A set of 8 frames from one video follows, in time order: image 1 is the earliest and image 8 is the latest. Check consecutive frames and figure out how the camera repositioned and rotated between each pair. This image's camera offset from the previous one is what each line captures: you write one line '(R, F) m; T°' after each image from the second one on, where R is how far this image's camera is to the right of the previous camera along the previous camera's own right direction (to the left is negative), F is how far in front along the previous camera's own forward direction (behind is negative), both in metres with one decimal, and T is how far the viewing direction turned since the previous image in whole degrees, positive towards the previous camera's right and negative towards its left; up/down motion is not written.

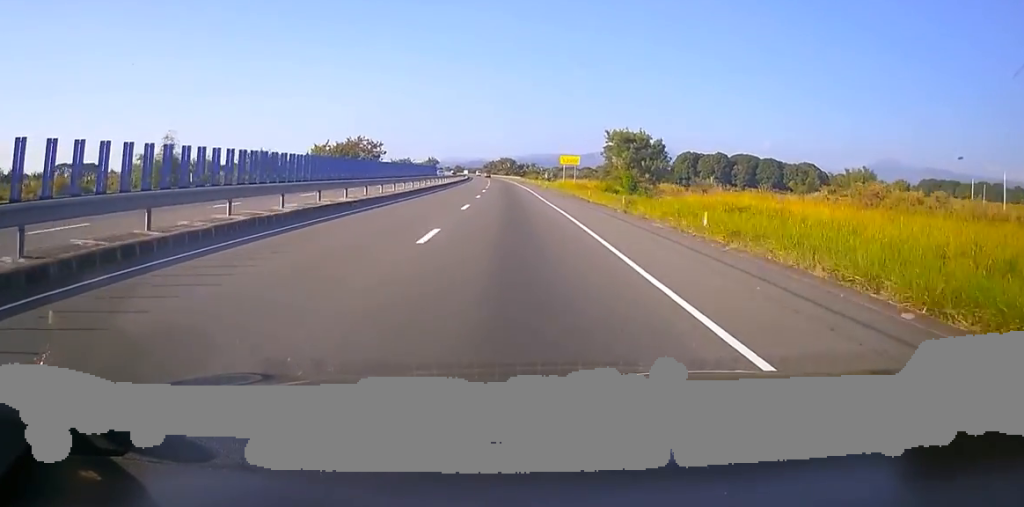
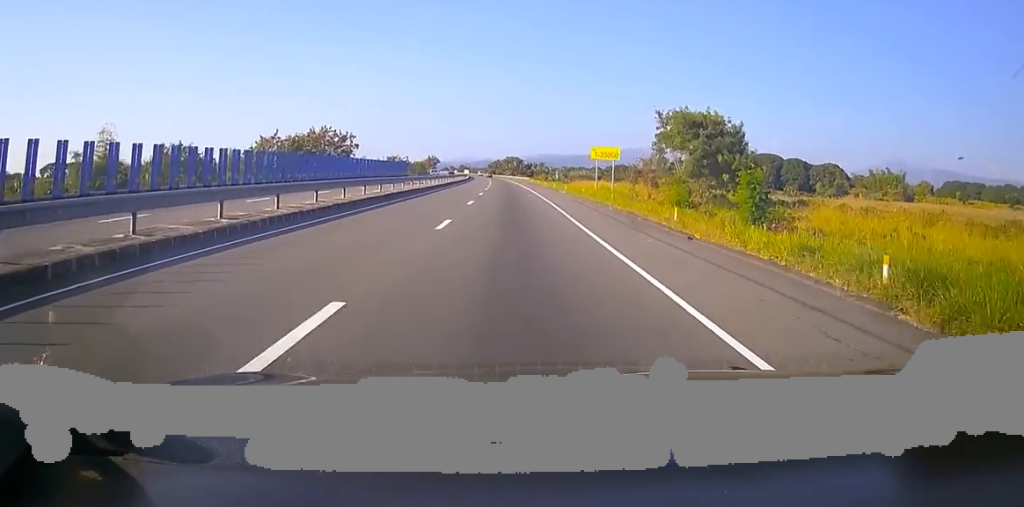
(0.0, +20.7) m; 0°
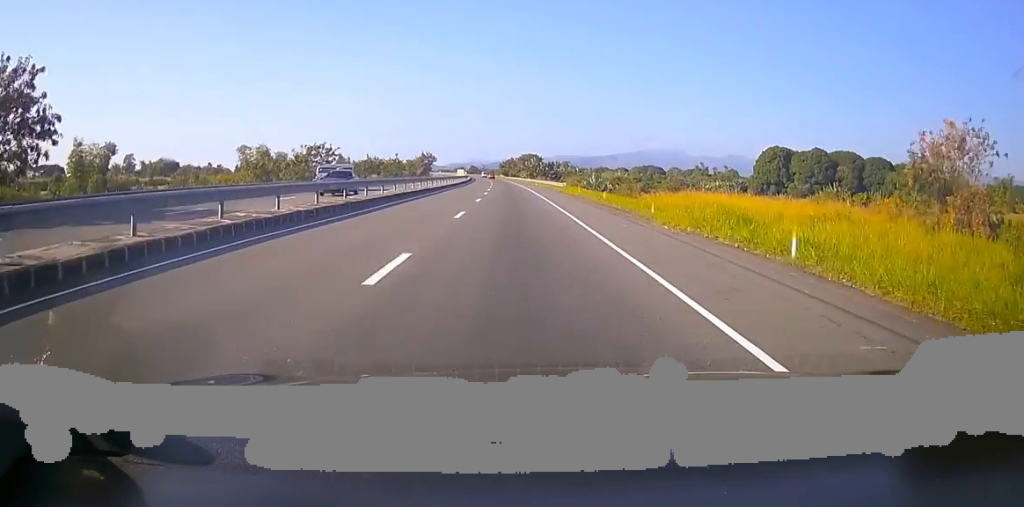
(0.0, +55.9) m; -1°
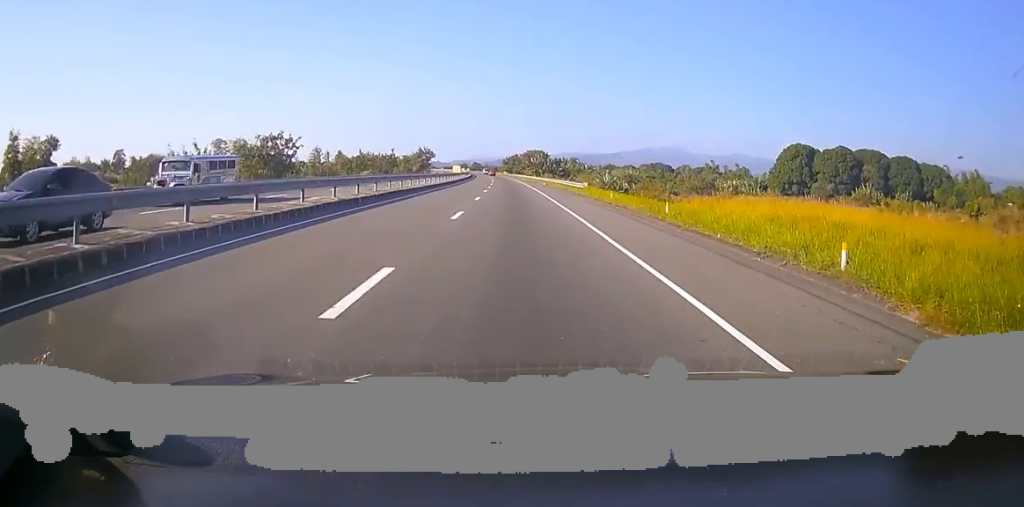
(+0.1, +13.8) m; -1°
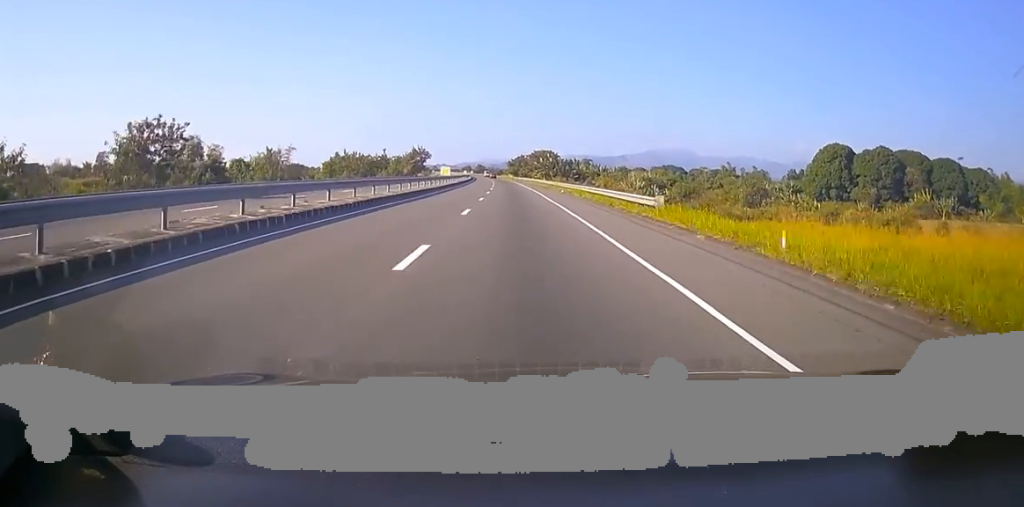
(-0.6, +20.9) m; 0°
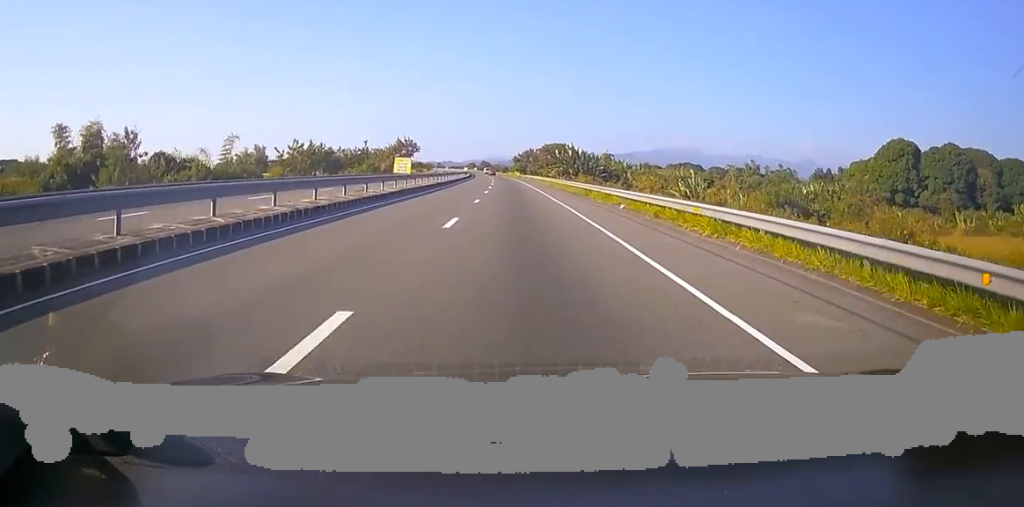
(+0.6, +29.6) m; 0°
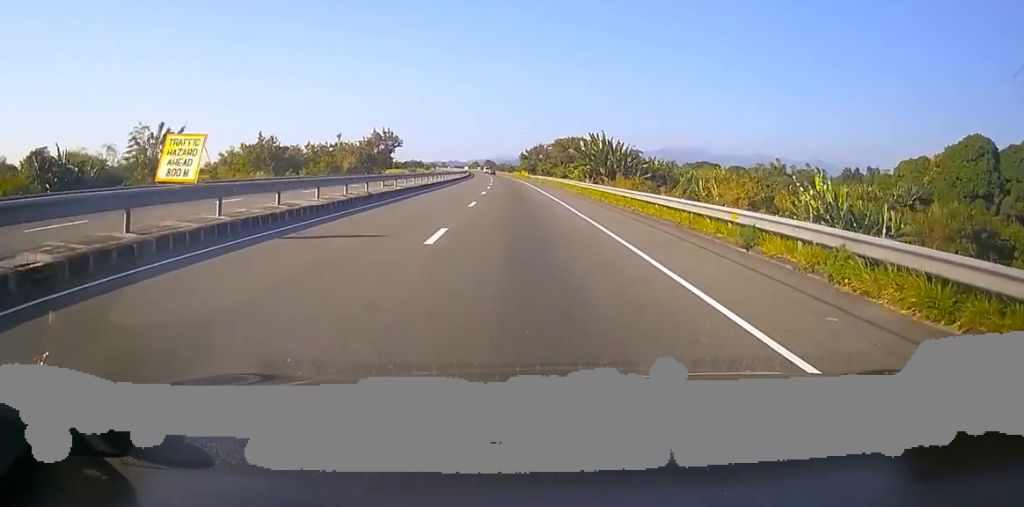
(-0.7, +27.0) m; -3°
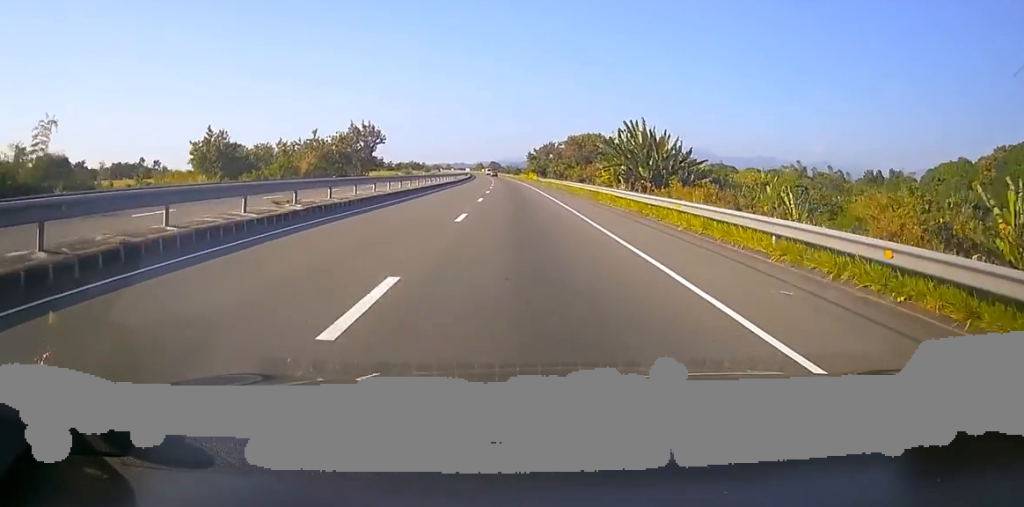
(-0.4, +17.8) m; -1°
